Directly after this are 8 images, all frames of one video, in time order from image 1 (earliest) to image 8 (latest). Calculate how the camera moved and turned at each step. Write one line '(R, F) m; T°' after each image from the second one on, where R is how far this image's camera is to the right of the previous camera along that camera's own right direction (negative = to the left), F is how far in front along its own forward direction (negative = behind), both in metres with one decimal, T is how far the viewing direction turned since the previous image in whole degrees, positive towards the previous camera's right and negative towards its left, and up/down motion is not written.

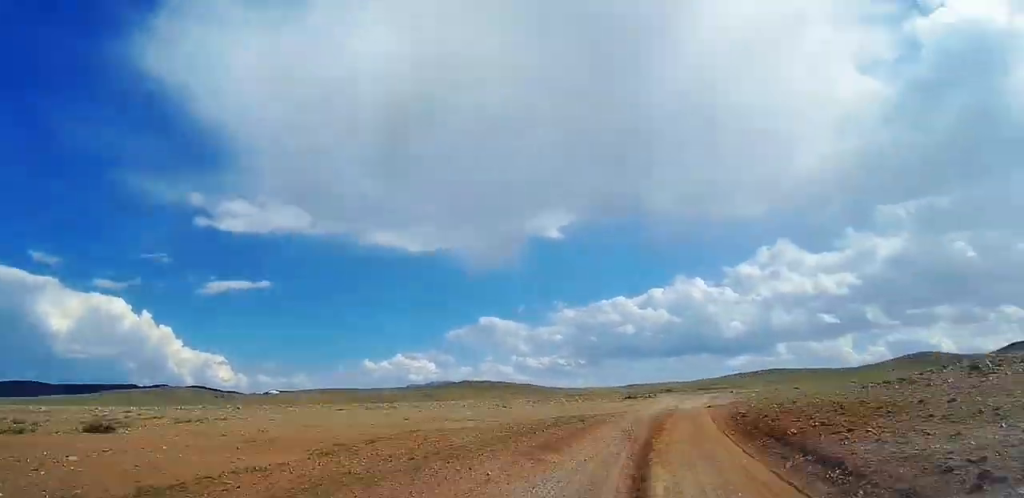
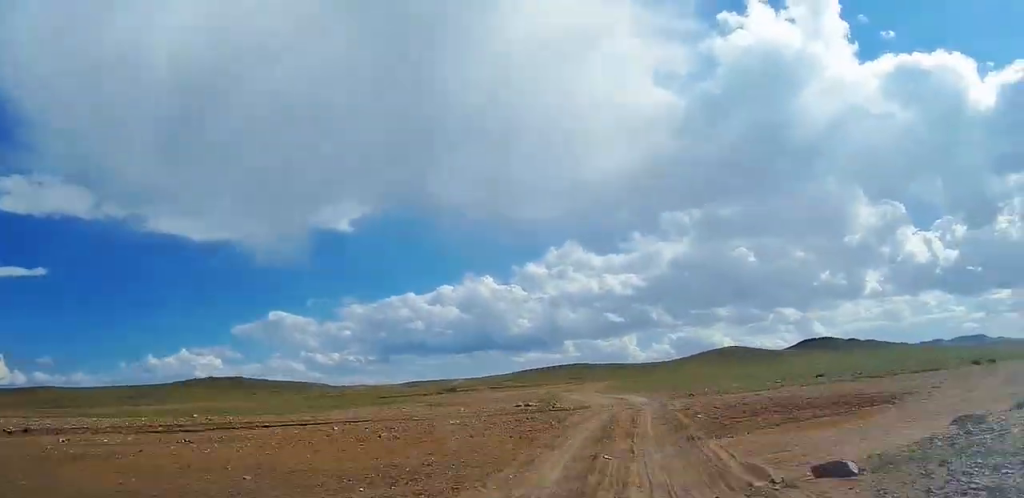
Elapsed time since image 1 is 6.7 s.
(+6.8, +49.0) m; +12°
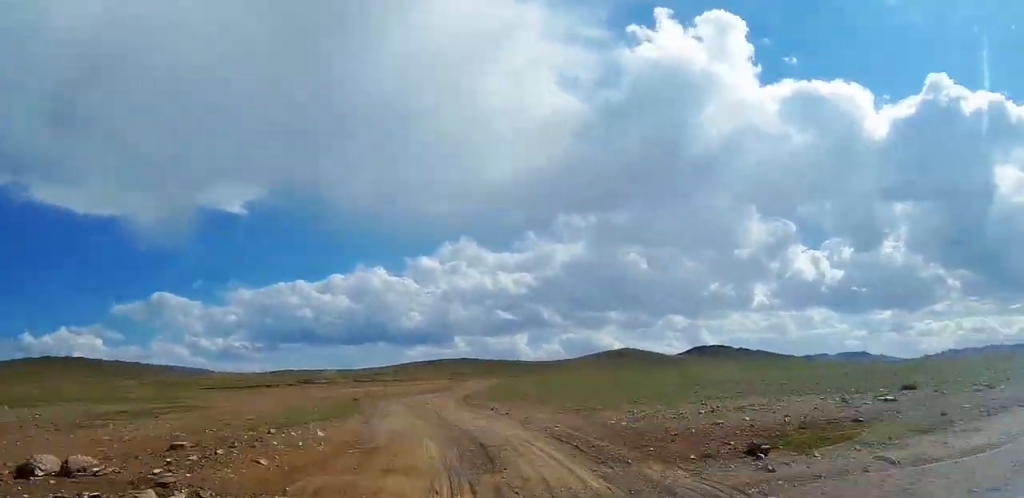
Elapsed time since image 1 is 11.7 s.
(+3.0, +38.1) m; -1°
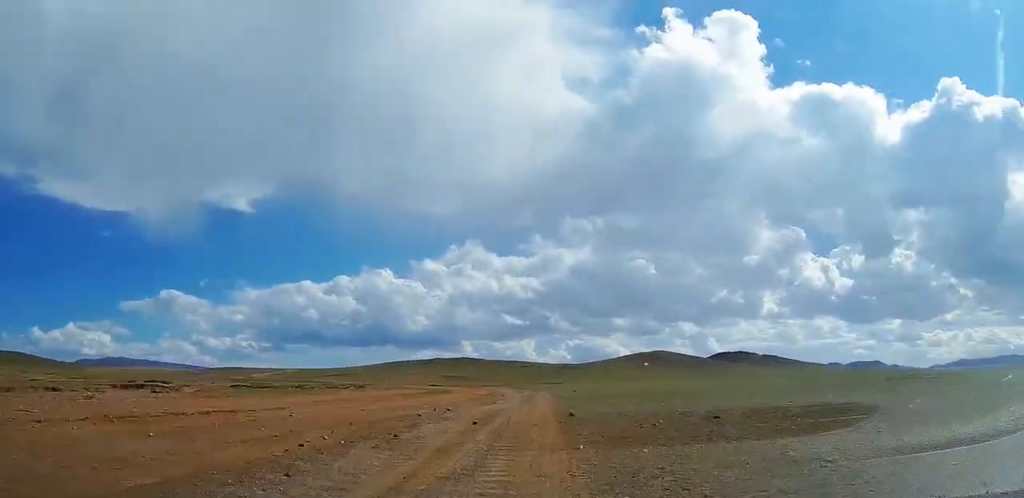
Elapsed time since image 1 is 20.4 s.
(-0.5, +67.5) m; -7°
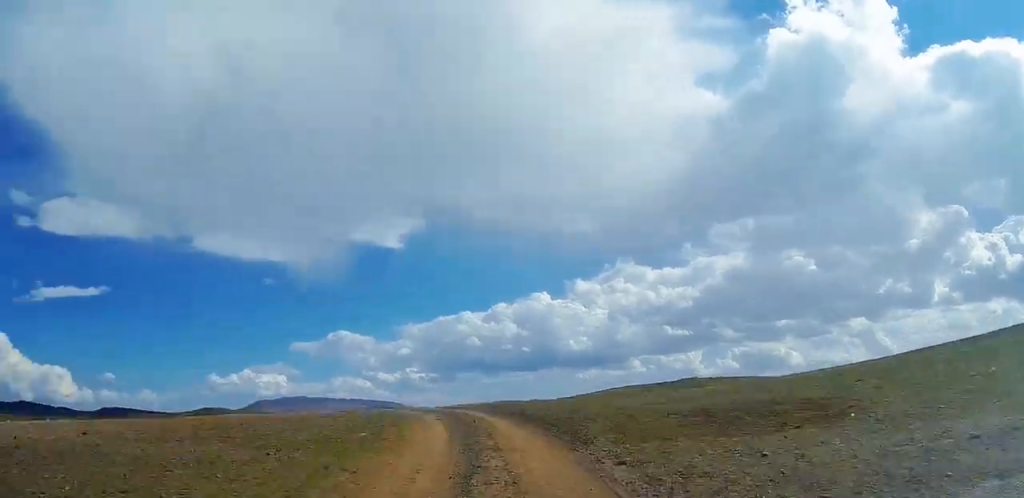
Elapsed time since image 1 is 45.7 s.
(-42.0, +210.6) m; -10°
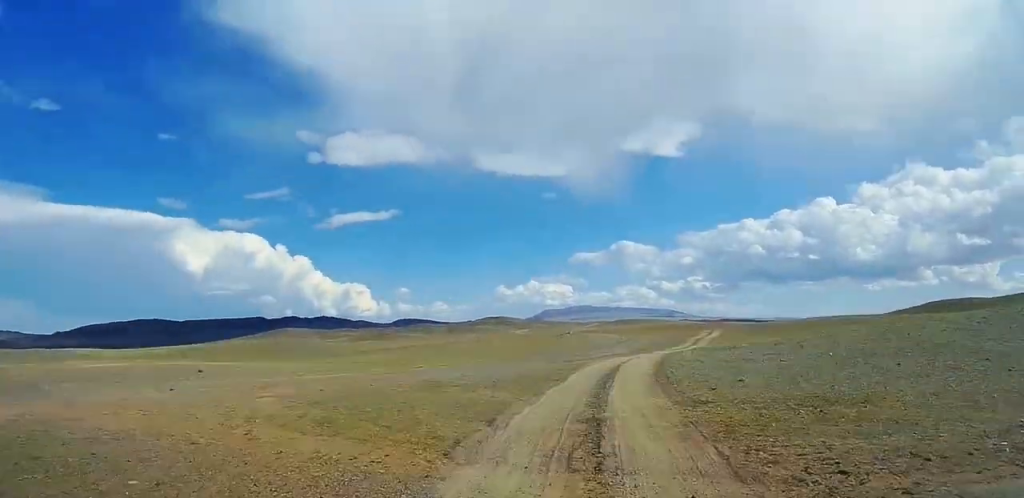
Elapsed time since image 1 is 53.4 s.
(0.0, +73.6) m; +2°
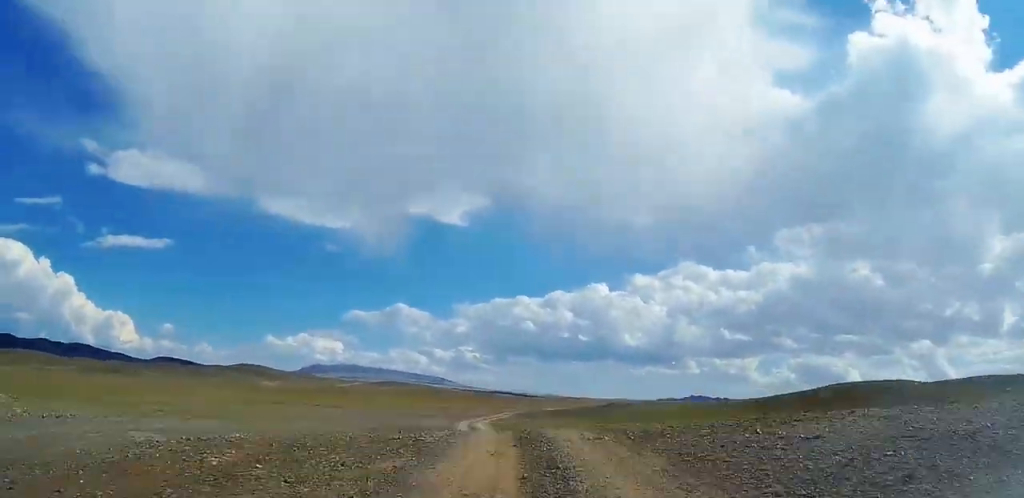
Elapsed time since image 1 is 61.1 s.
(+1.4, +76.6) m; +5°
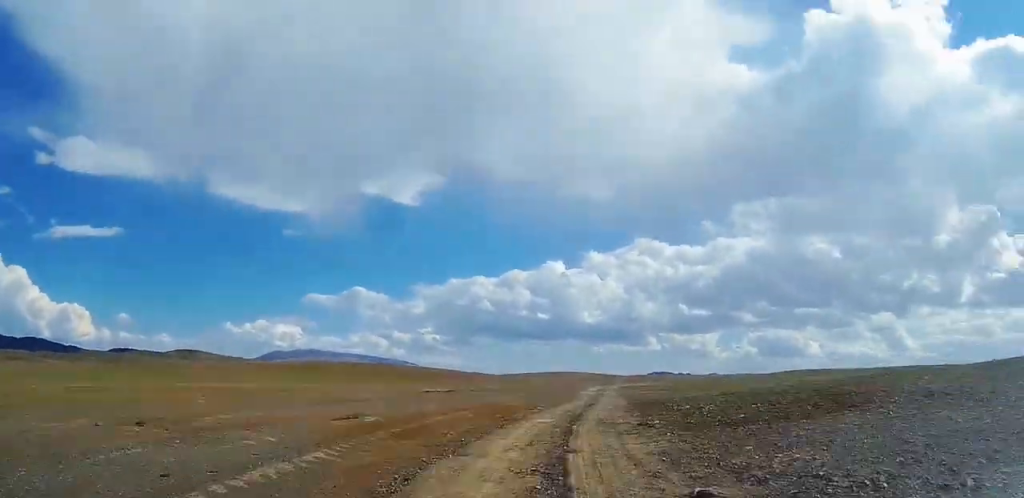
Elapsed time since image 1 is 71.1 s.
(+8.6, +102.9) m; +10°
